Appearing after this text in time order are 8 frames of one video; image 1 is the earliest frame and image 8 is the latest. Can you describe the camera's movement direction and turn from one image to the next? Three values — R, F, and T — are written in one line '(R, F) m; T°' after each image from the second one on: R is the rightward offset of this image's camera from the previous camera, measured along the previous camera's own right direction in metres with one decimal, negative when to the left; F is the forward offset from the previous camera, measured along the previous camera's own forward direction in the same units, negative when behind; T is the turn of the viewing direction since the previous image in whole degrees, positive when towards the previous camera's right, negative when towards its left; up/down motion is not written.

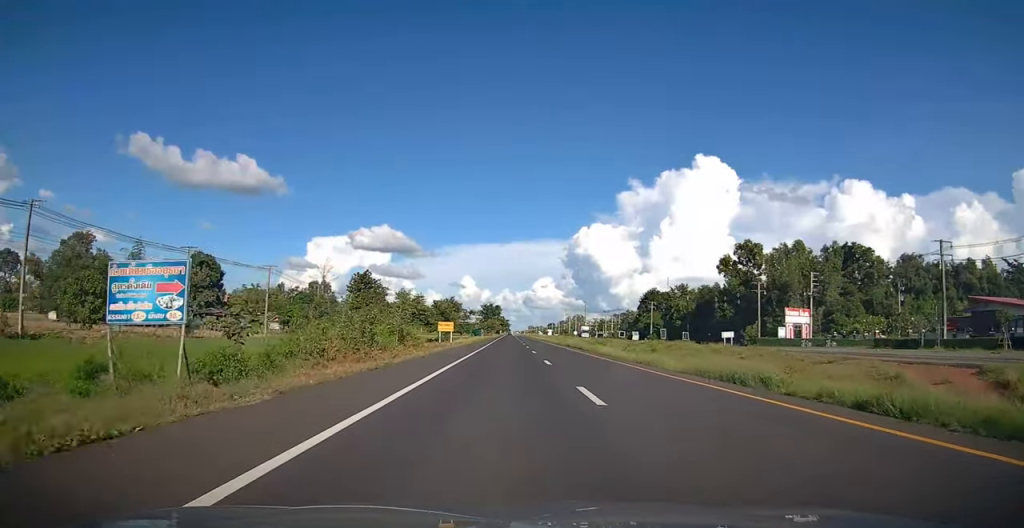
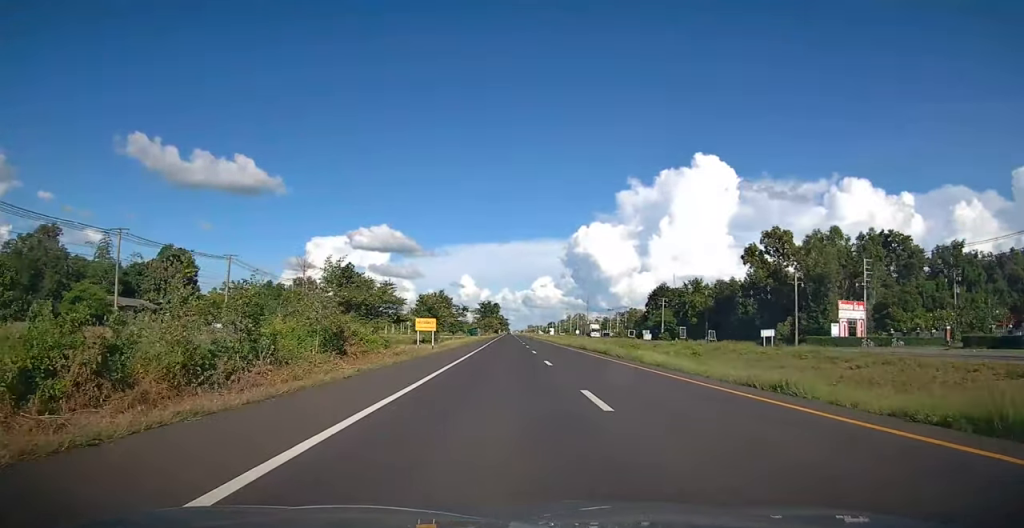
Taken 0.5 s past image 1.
(-0.1, +12.8) m; 0°
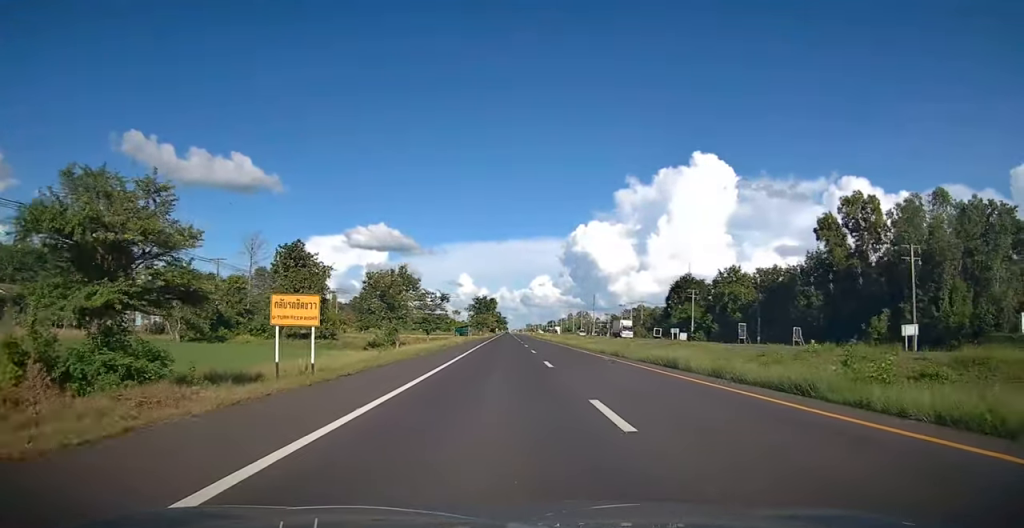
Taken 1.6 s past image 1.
(0.0, +25.9) m; 0°
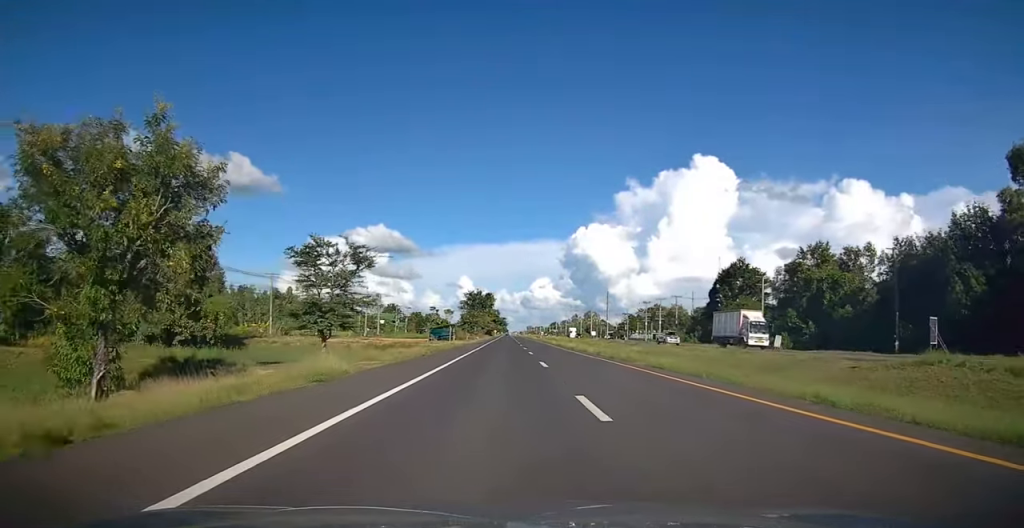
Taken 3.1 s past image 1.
(+0.1, +35.0) m; +1°
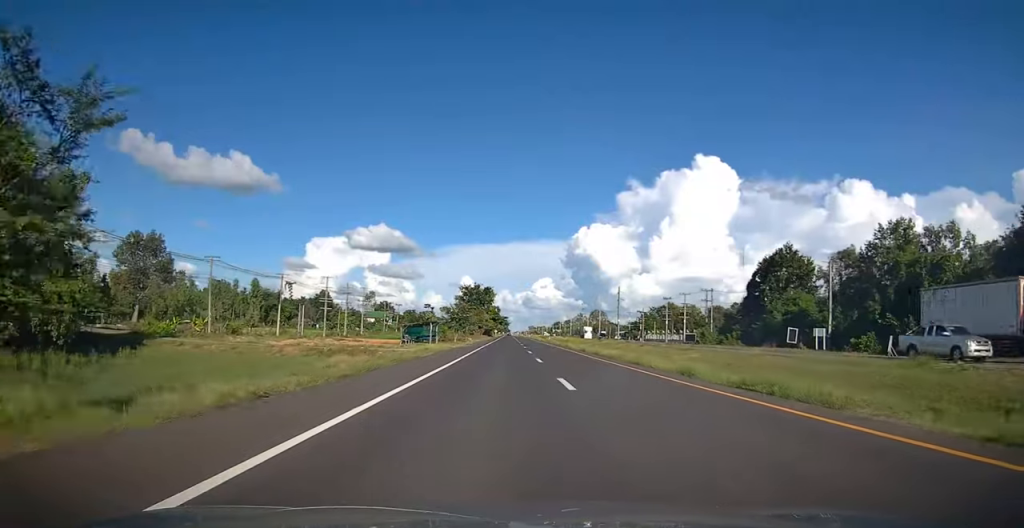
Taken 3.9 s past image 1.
(+0.2, +19.9) m; 0°
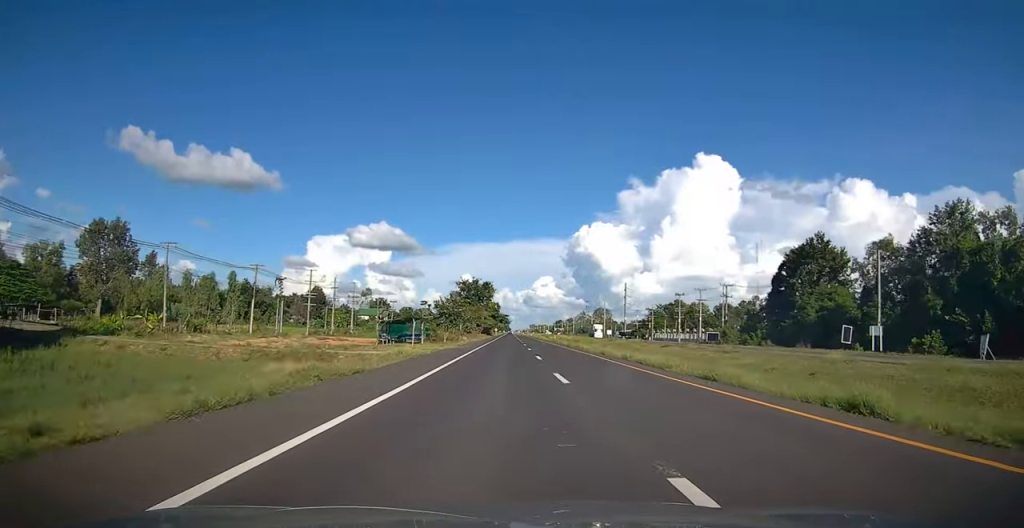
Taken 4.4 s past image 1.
(0.0, +10.3) m; 0°
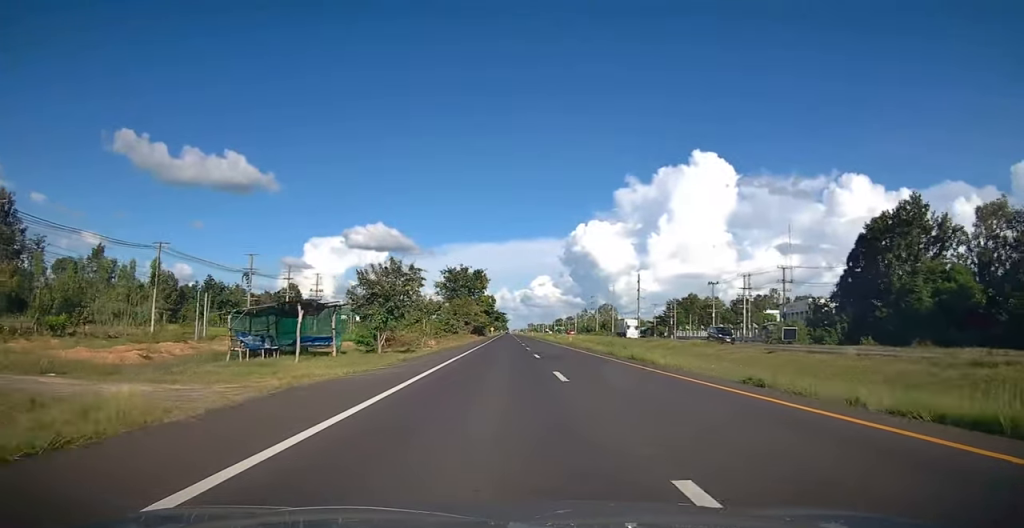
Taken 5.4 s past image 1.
(-0.2, +24.1) m; -1°
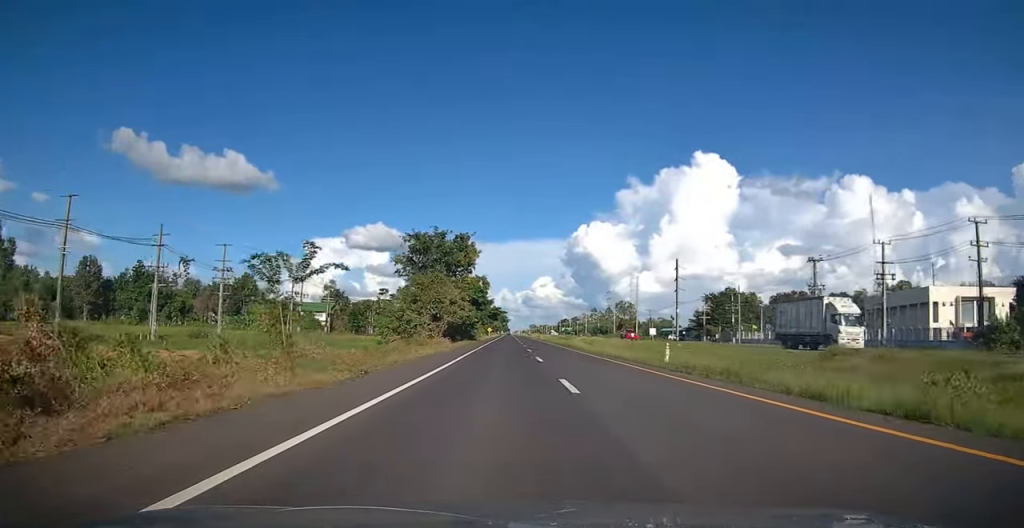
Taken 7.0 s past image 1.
(-0.1, +38.3) m; 0°
